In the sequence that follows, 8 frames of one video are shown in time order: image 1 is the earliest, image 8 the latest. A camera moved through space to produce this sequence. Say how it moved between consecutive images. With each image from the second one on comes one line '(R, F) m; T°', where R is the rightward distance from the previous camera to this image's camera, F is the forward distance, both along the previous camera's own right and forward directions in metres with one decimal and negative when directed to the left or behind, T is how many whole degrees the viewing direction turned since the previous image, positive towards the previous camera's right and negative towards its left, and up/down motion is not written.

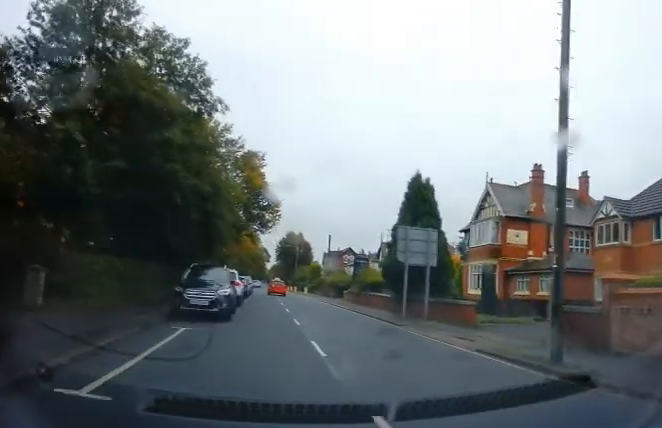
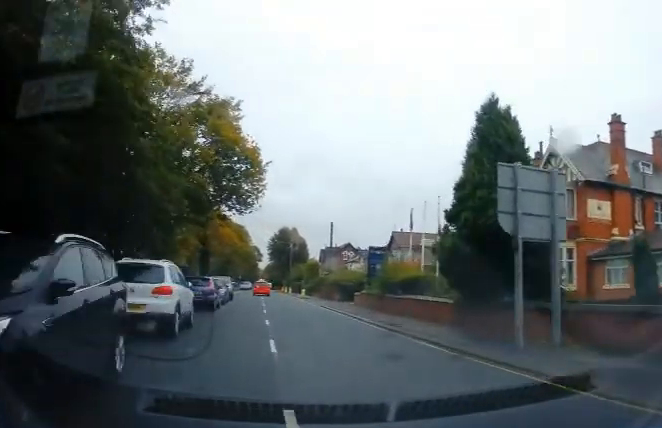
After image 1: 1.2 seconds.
(+0.3, +11.3) m; +1°
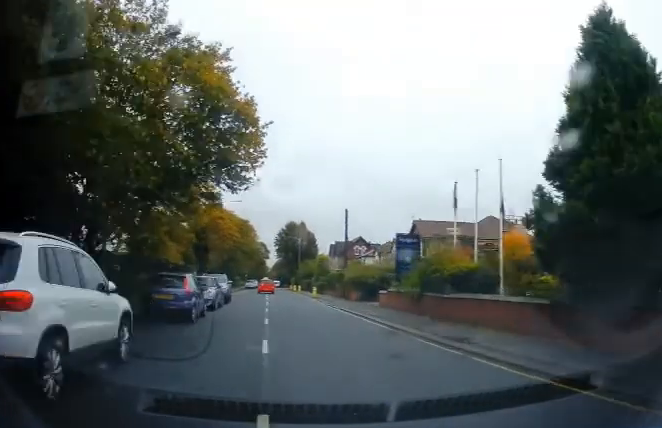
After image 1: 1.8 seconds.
(0.0, +5.9) m; -1°
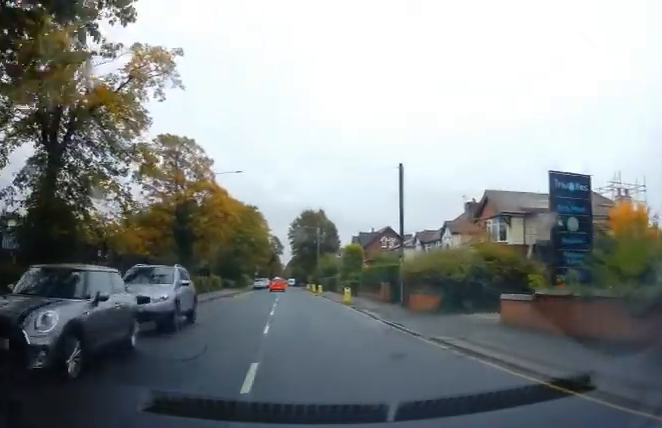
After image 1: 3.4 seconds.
(-0.6, +14.3) m; -4°
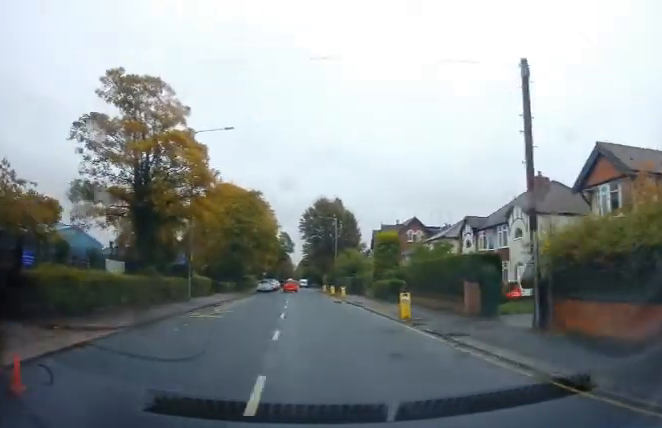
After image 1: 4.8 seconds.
(-0.6, +12.0) m; -6°
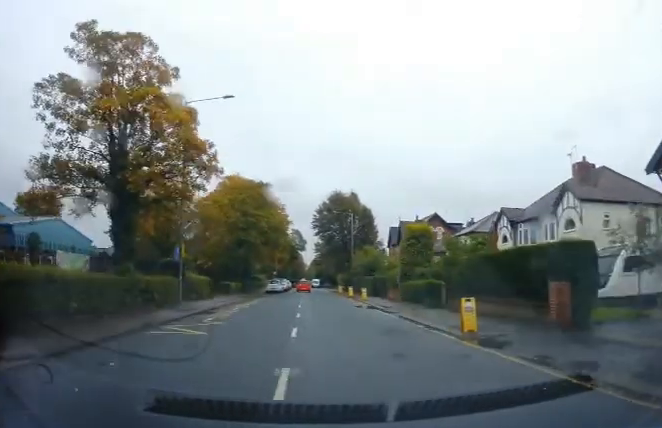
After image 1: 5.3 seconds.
(-0.6, +4.8) m; +3°
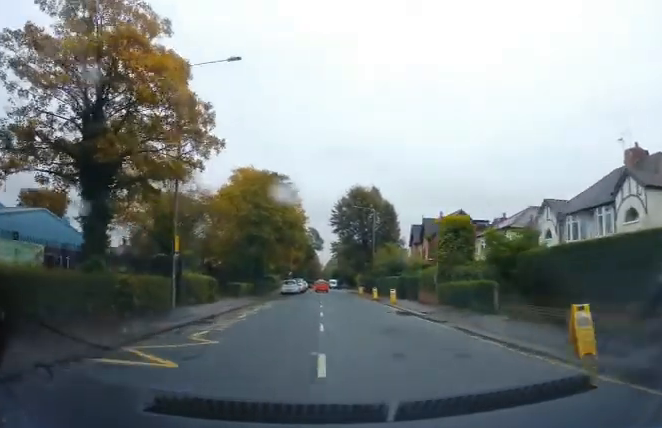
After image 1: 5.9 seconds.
(+0.3, +4.4) m; +2°
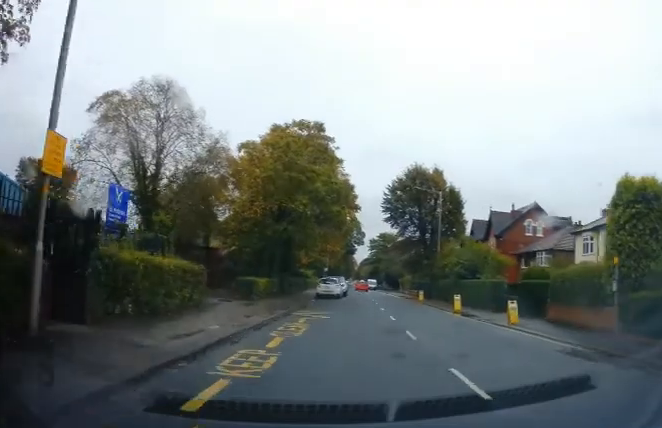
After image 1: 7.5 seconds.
(+0.2, +12.8) m; -4°
